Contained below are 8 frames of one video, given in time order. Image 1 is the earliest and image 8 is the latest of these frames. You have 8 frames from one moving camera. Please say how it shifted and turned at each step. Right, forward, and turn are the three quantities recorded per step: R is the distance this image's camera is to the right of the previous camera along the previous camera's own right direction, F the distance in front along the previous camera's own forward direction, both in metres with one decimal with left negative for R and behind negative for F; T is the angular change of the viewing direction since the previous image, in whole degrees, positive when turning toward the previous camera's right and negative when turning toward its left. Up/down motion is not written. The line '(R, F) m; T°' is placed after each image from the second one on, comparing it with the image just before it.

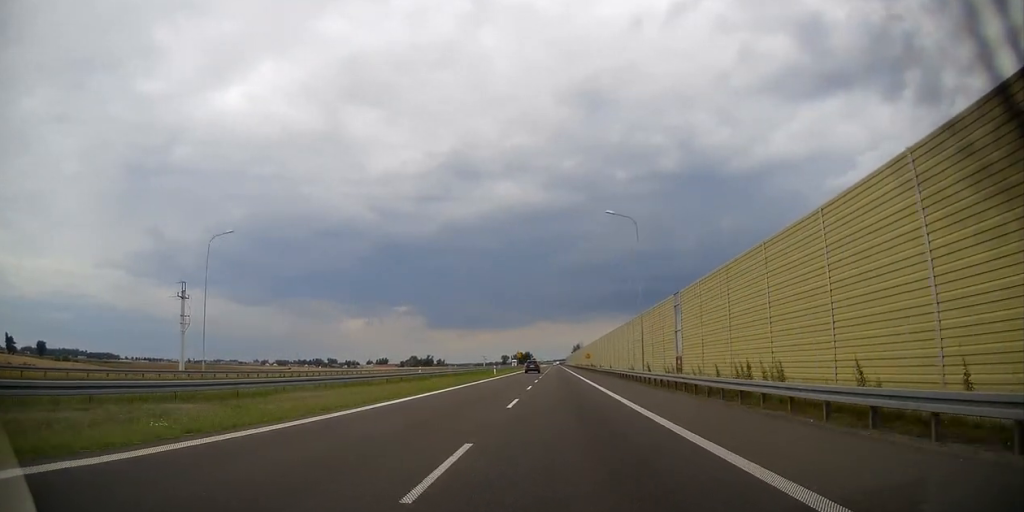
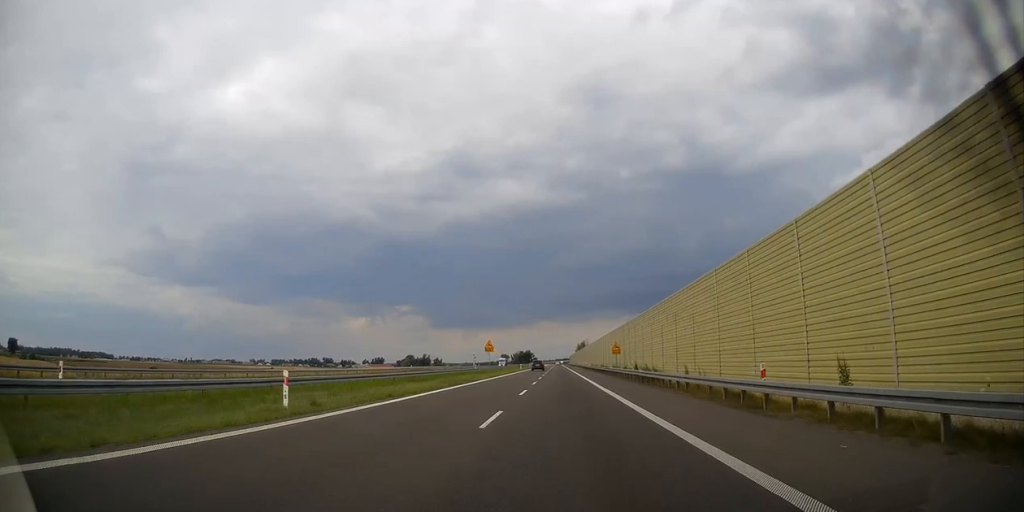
(-0.2, +54.4) m; 0°
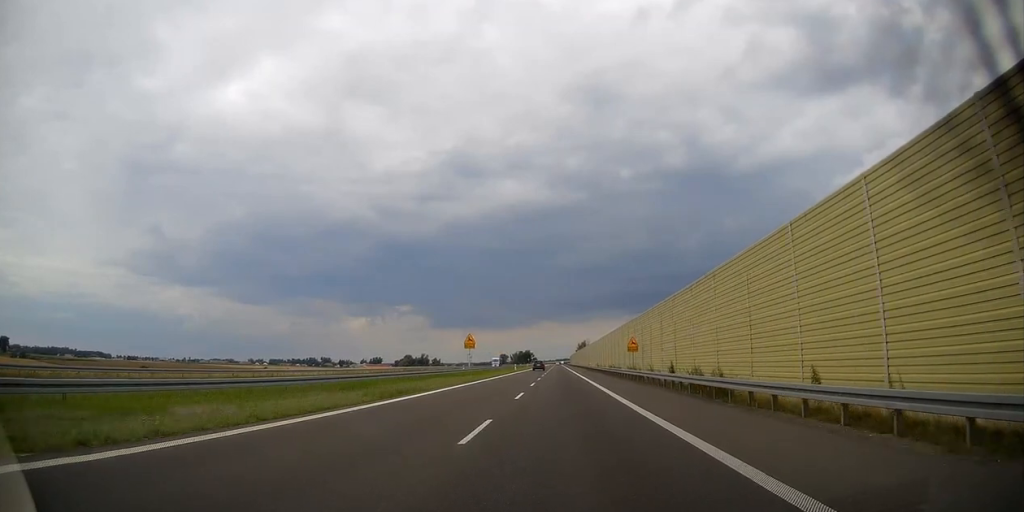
(0.0, +14.7) m; 0°
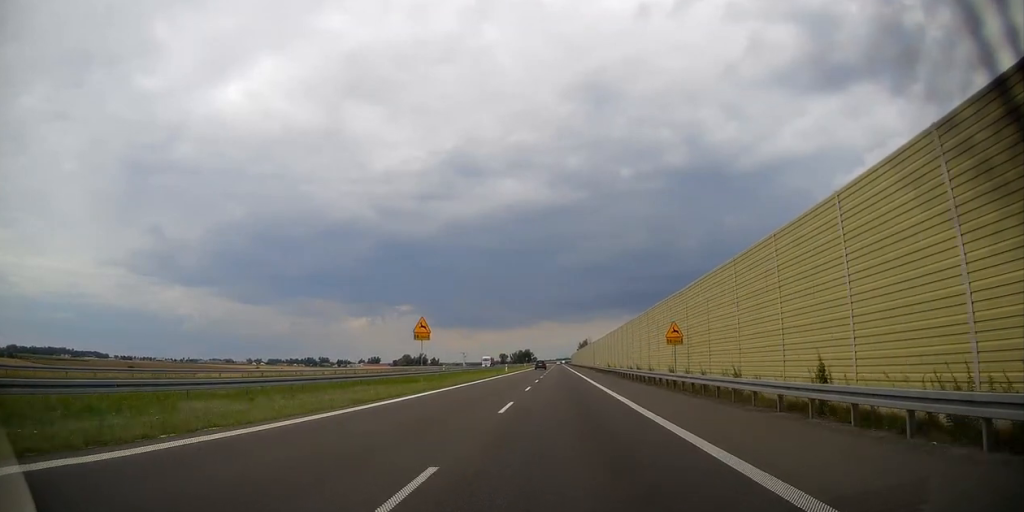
(+0.1, +18.3) m; 0°
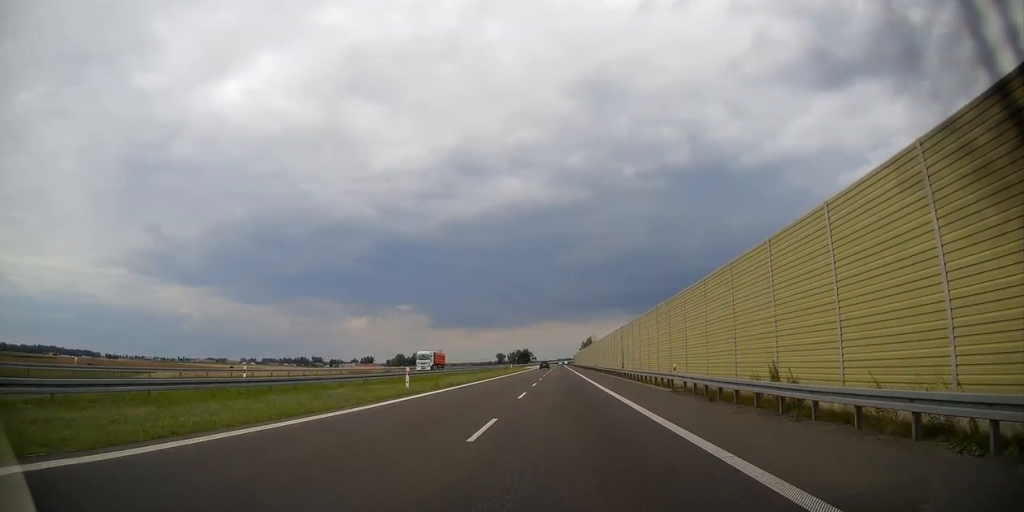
(-0.1, +54.2) m; 0°
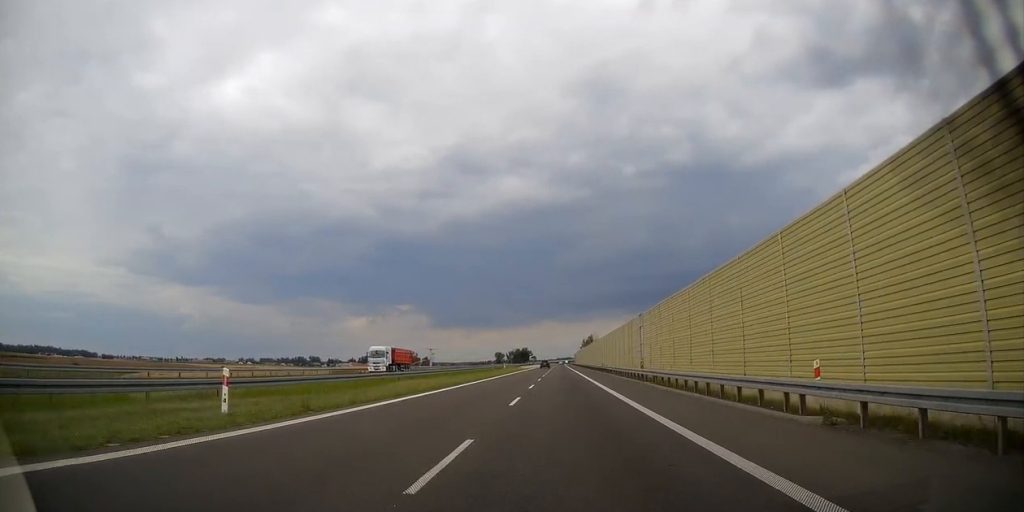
(+0.1, +16.1) m; 0°
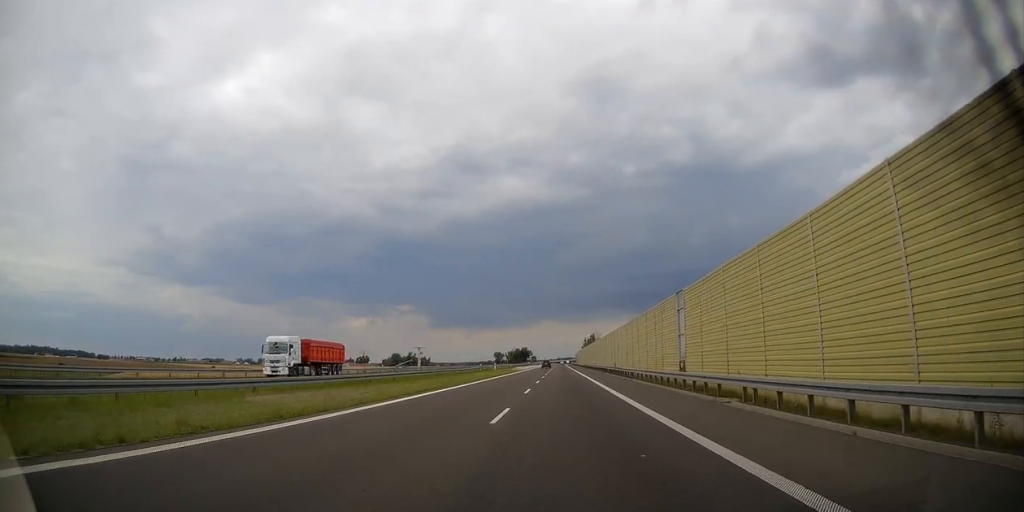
(0.0, +17.4) m; 0°
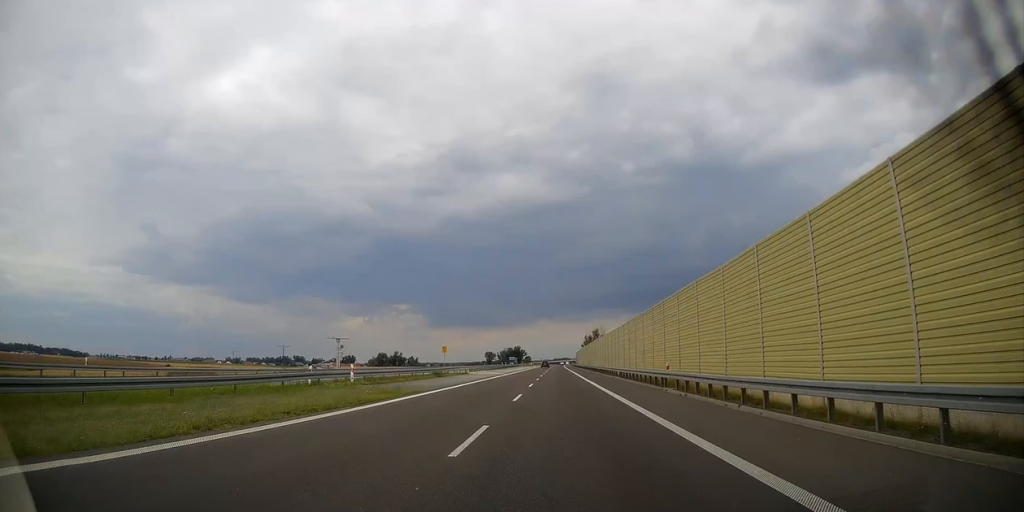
(0.0, +65.2) m; +1°
